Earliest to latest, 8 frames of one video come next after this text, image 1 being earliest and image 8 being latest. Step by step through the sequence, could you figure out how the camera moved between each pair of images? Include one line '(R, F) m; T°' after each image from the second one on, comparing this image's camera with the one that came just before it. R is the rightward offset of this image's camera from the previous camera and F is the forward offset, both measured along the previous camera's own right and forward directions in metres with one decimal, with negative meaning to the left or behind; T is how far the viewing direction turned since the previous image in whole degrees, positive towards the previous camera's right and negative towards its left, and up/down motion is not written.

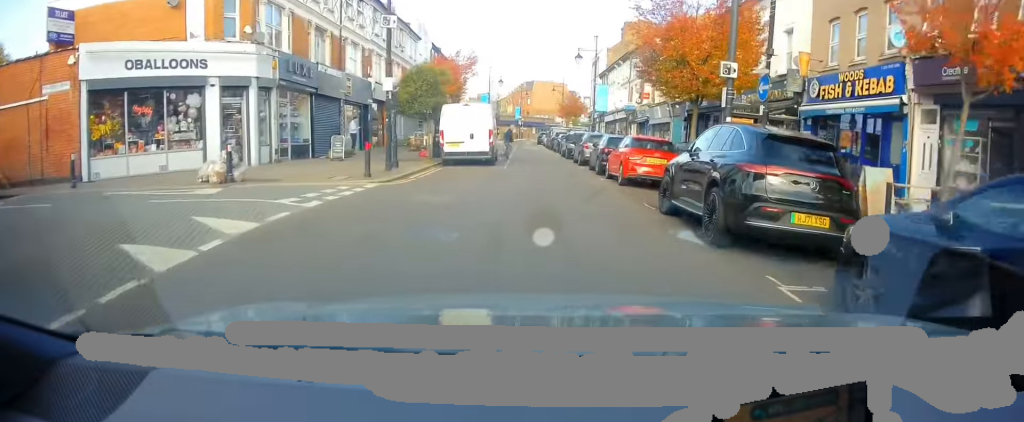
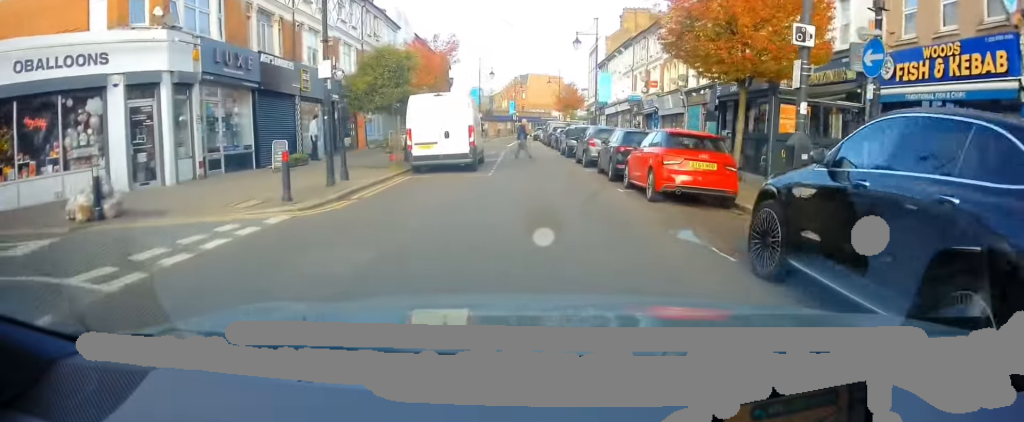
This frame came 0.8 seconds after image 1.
(0.0, +5.0) m; 0°
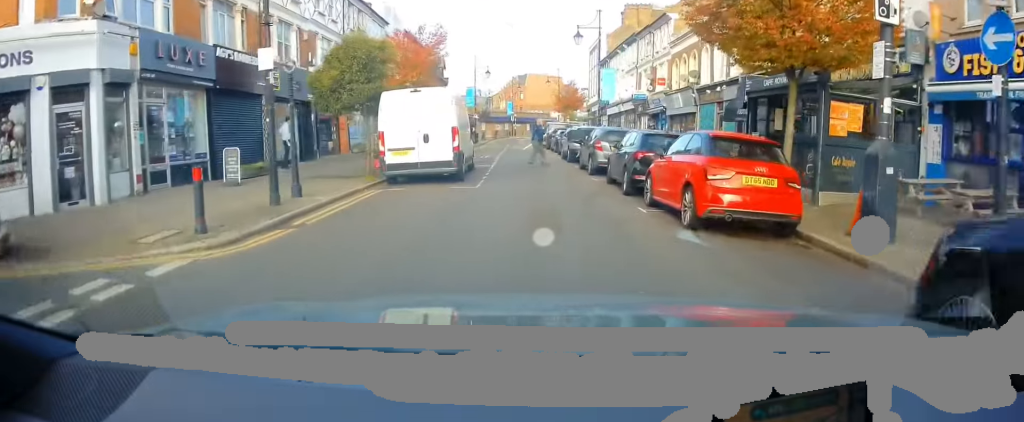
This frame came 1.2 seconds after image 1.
(0.0, +3.0) m; 0°
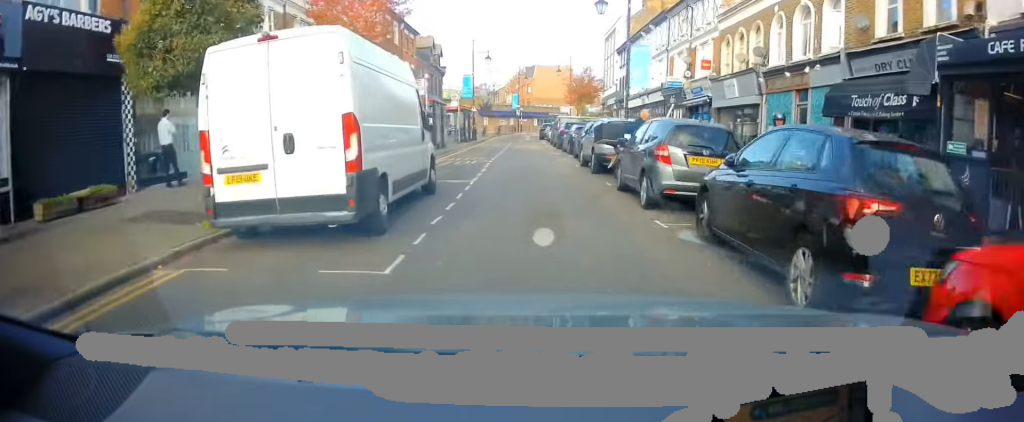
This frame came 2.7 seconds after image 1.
(-0.1, +8.7) m; +1°
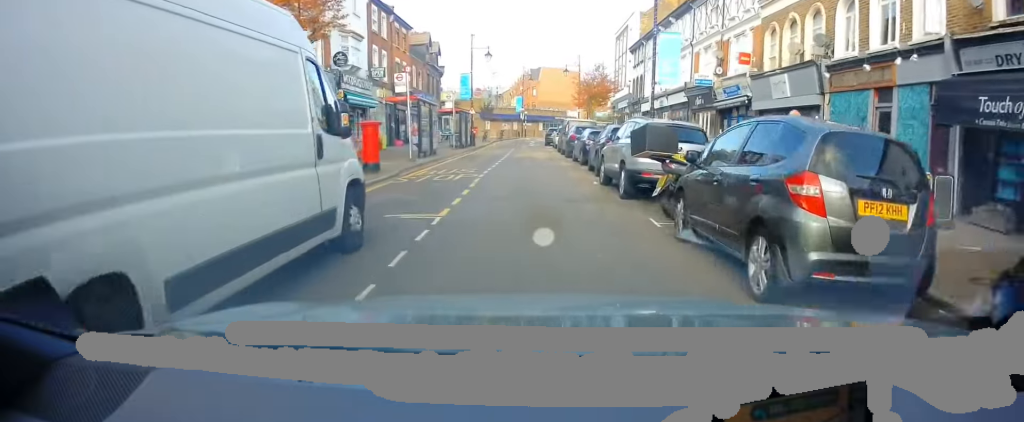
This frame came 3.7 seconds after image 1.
(+0.2, +5.3) m; +3°
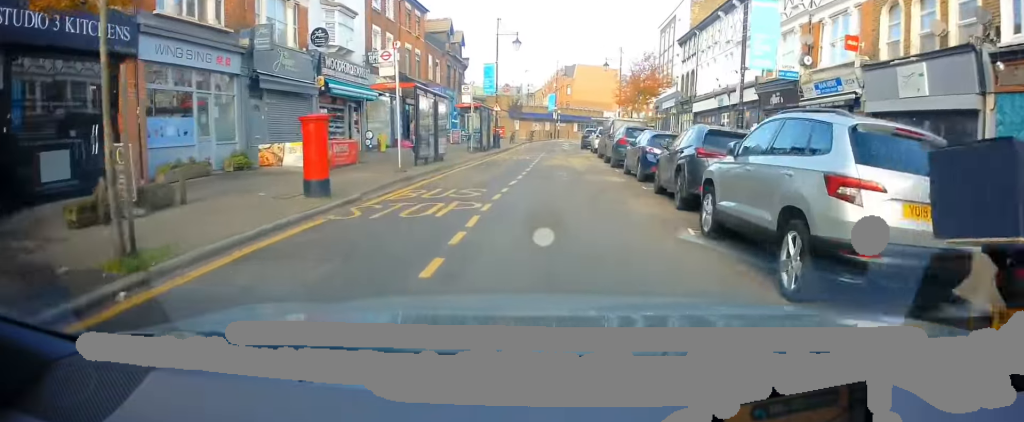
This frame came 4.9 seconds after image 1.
(+0.1, +6.7) m; -4°
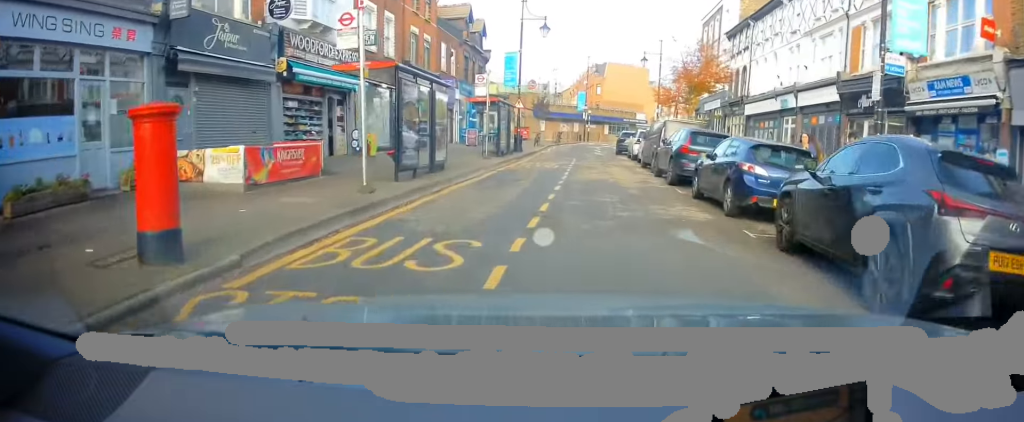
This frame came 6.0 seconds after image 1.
(-0.4, +5.6) m; -7°
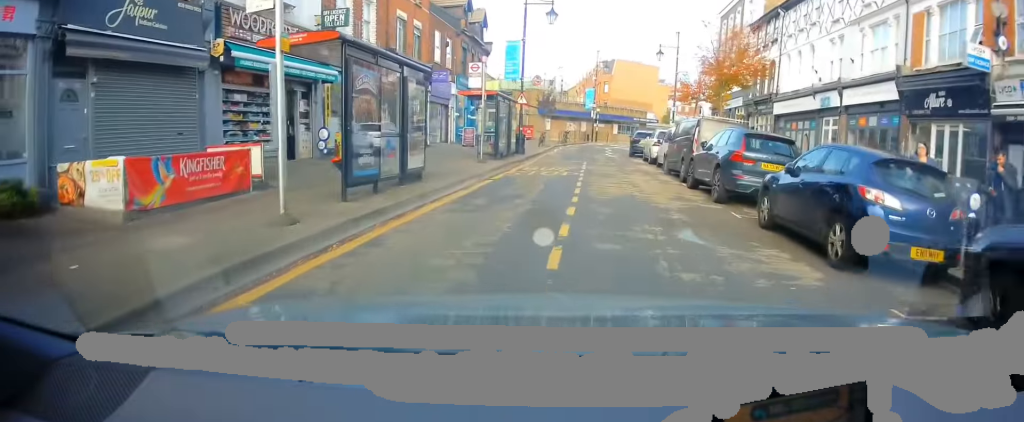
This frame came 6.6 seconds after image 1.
(-0.1, +3.7) m; -1°
